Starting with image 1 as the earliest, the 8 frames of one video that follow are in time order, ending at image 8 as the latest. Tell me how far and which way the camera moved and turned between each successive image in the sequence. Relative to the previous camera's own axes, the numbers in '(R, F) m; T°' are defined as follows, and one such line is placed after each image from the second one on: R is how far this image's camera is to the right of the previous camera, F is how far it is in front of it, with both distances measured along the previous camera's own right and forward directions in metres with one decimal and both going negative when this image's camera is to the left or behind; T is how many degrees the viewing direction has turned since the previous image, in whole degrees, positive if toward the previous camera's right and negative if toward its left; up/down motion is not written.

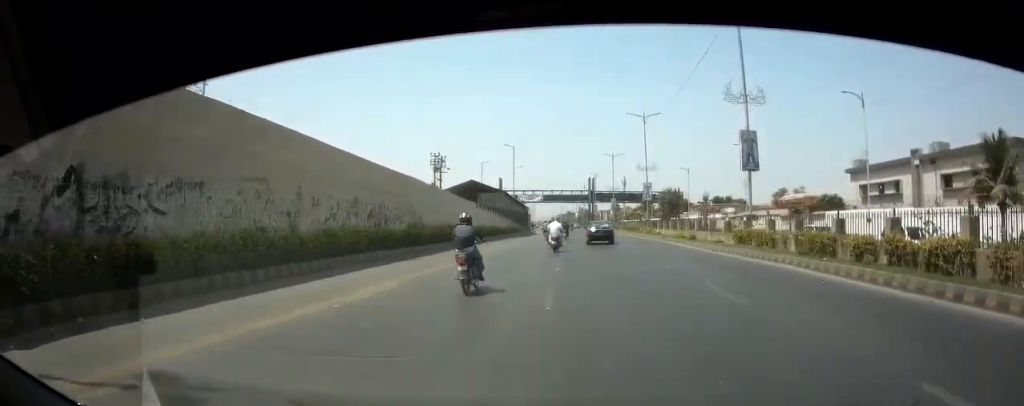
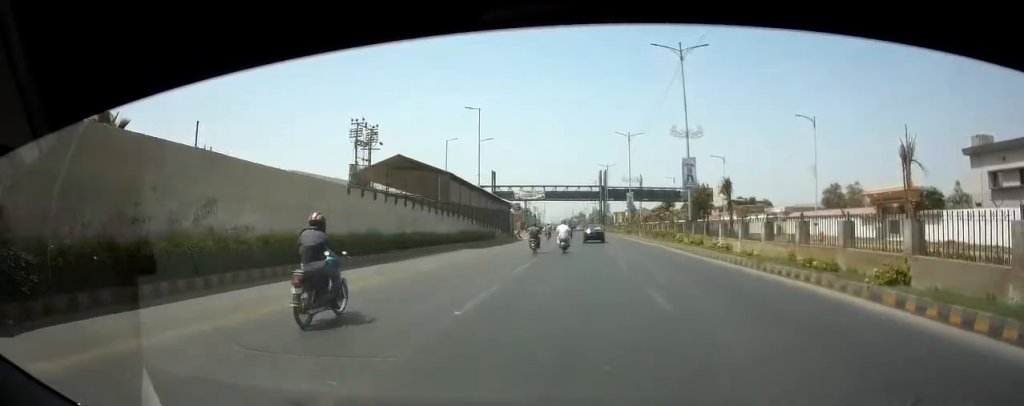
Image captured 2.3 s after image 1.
(+0.4, +22.5) m; +1°
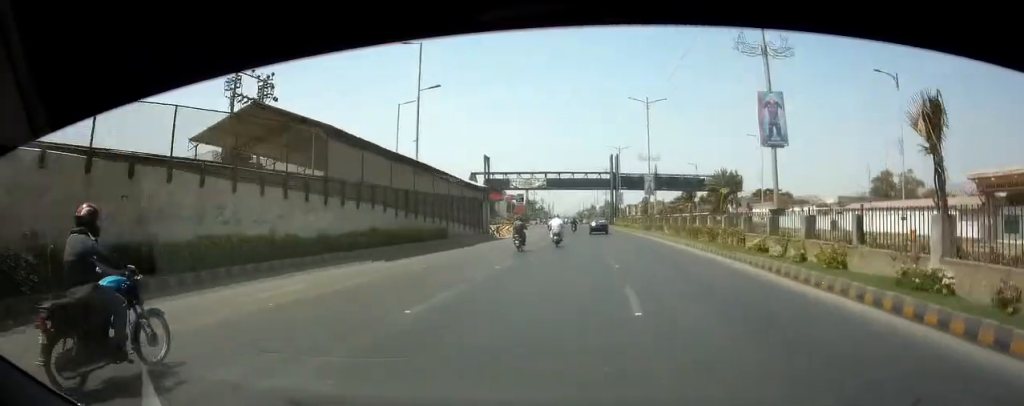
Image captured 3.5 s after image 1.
(0.0, +15.3) m; -1°
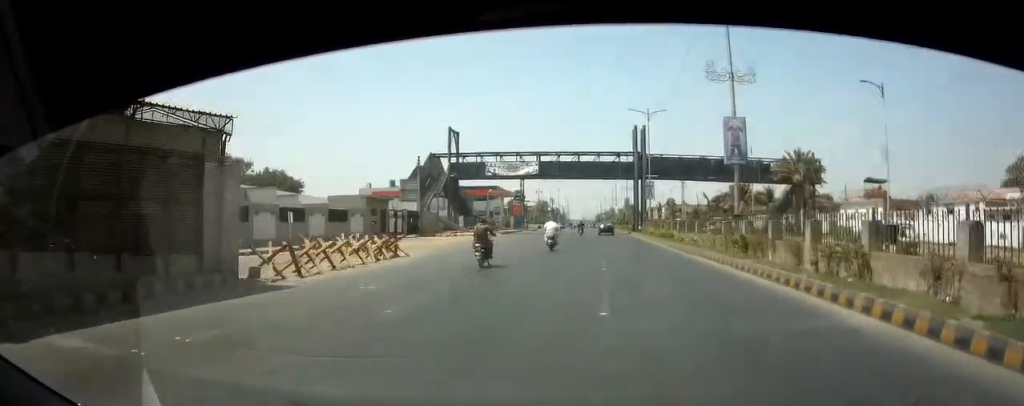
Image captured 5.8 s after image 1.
(-0.6, +32.8) m; -2°
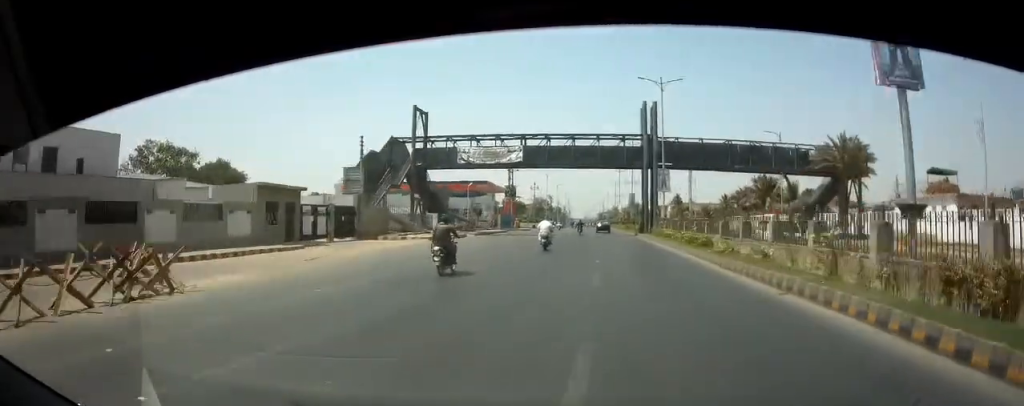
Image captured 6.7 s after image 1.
(0.0, +13.7) m; -1°
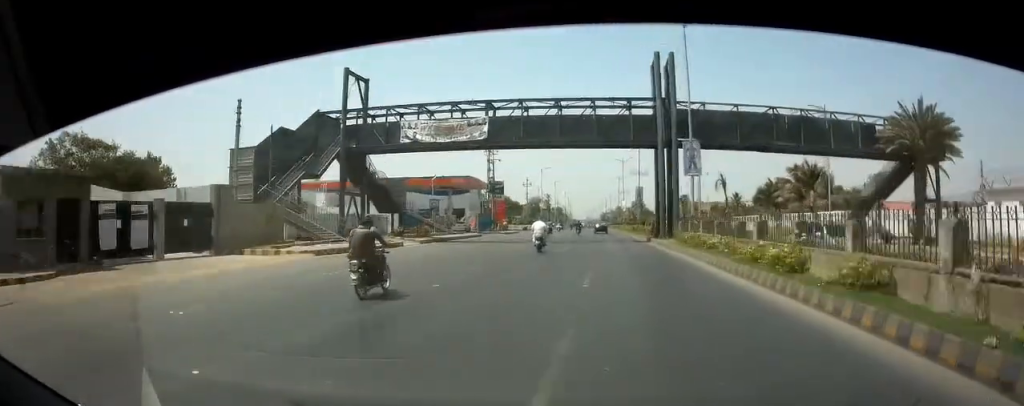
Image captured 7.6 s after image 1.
(0.0, +15.2) m; -1°
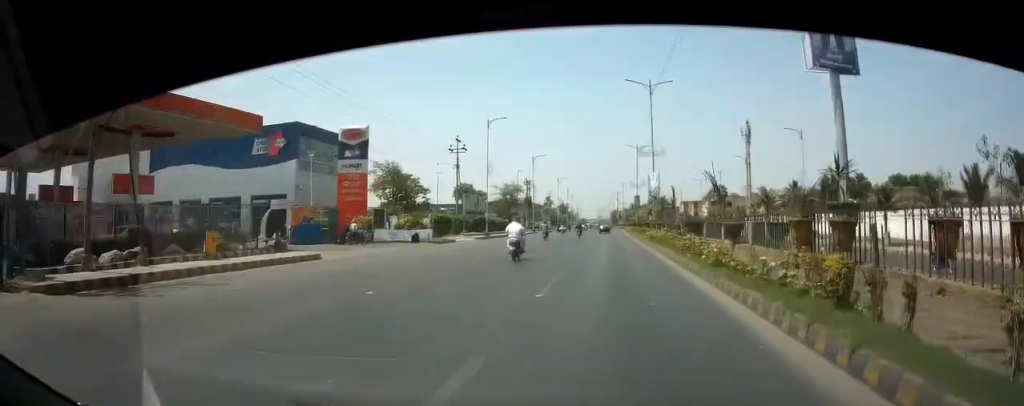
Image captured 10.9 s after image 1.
(-1.0, +58.8) m; -1°
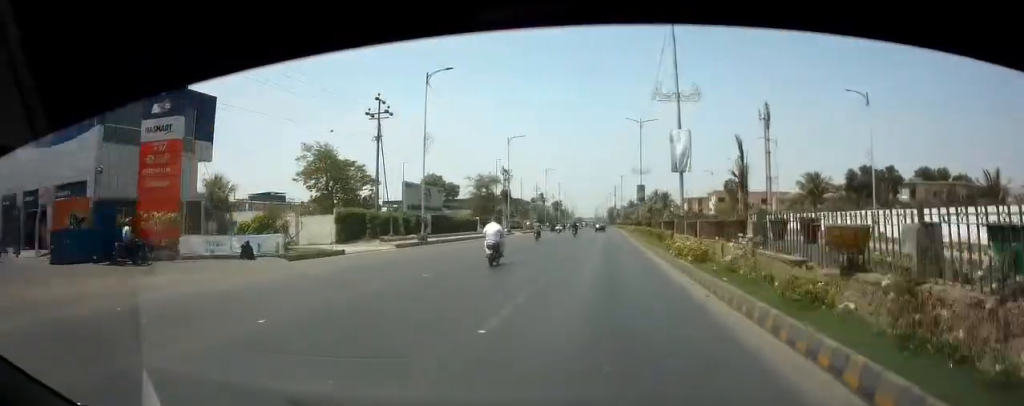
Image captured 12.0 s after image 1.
(-0.1, +20.1) m; -1°
